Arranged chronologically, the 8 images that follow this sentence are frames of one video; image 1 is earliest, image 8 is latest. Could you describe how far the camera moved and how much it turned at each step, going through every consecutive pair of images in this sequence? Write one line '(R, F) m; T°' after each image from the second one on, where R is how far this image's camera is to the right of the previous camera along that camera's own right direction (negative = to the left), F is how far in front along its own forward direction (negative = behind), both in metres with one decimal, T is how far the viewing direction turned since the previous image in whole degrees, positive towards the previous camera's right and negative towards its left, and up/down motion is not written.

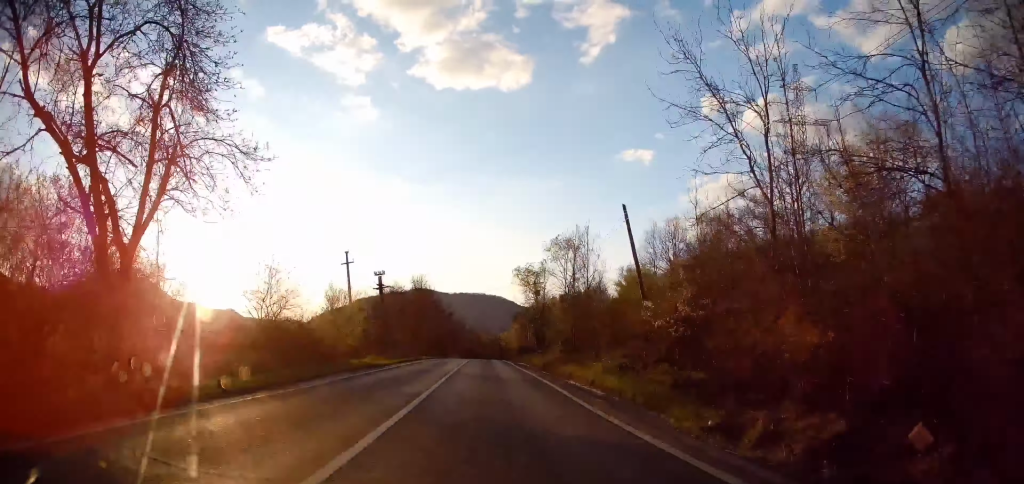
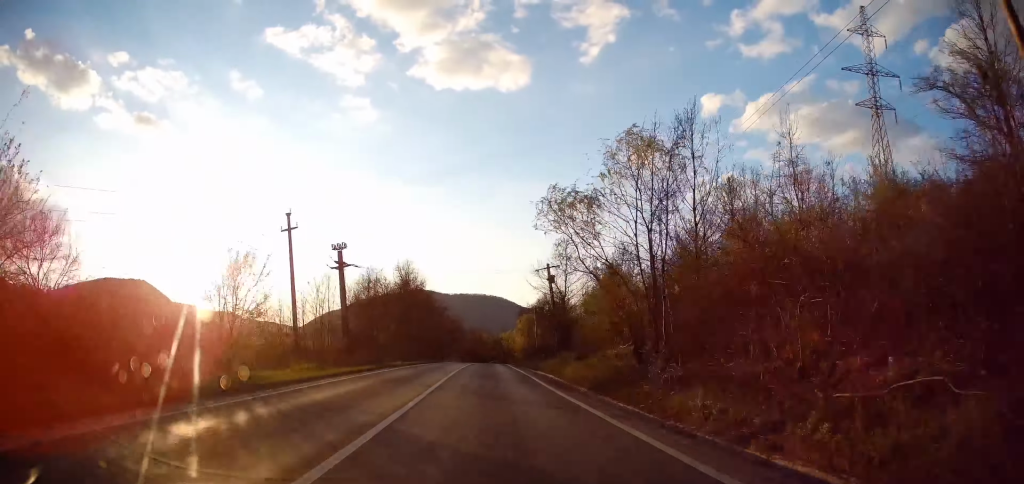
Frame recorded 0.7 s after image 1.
(-0.3, +17.4) m; -1°
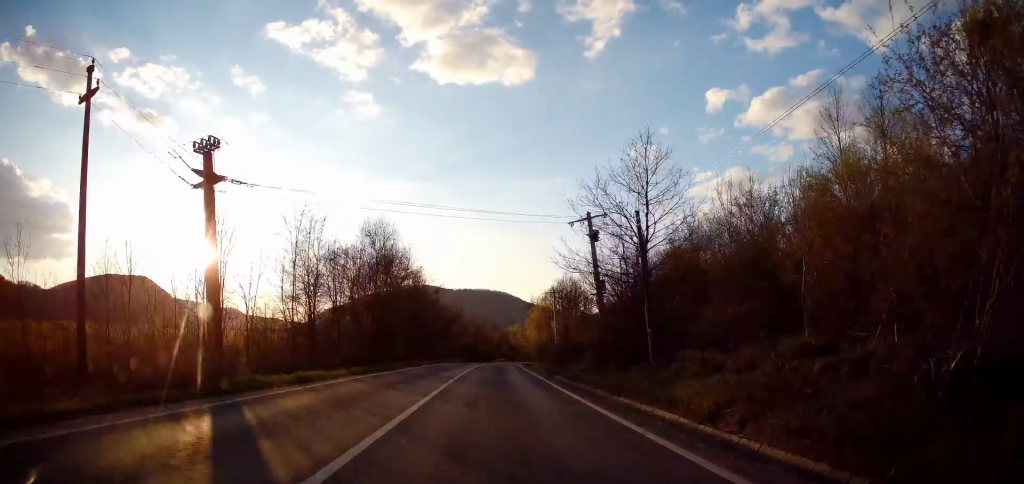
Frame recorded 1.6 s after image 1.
(0.0, +23.5) m; 0°
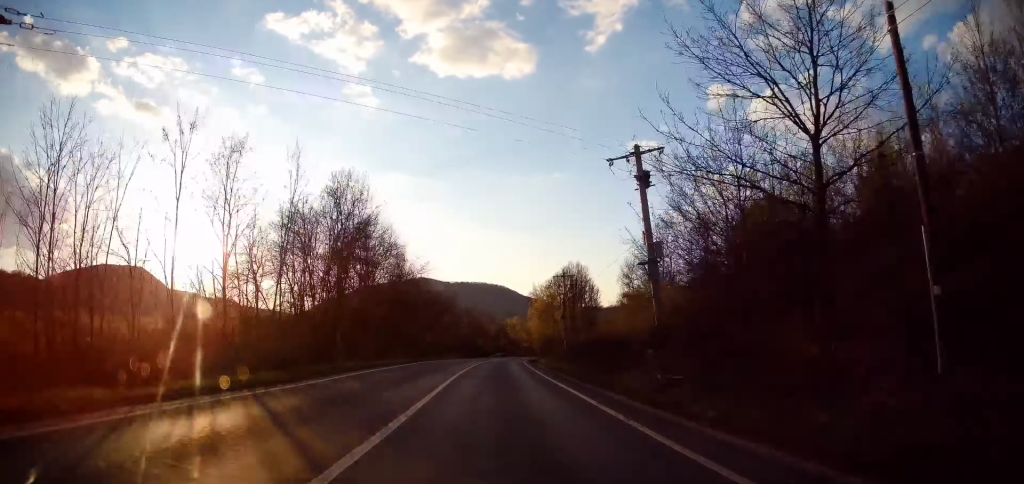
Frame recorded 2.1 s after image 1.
(+0.1, +13.9) m; 0°
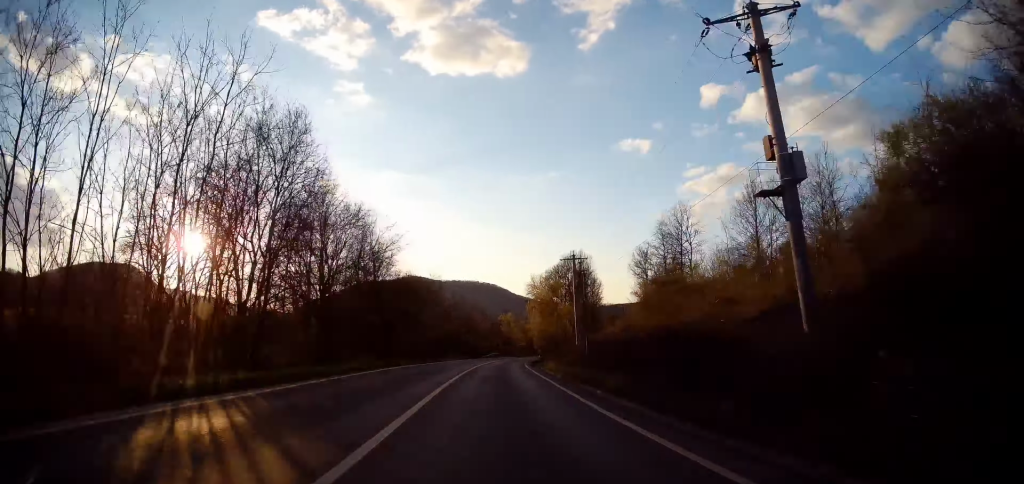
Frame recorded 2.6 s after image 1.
(+0.1, +13.8) m; 0°
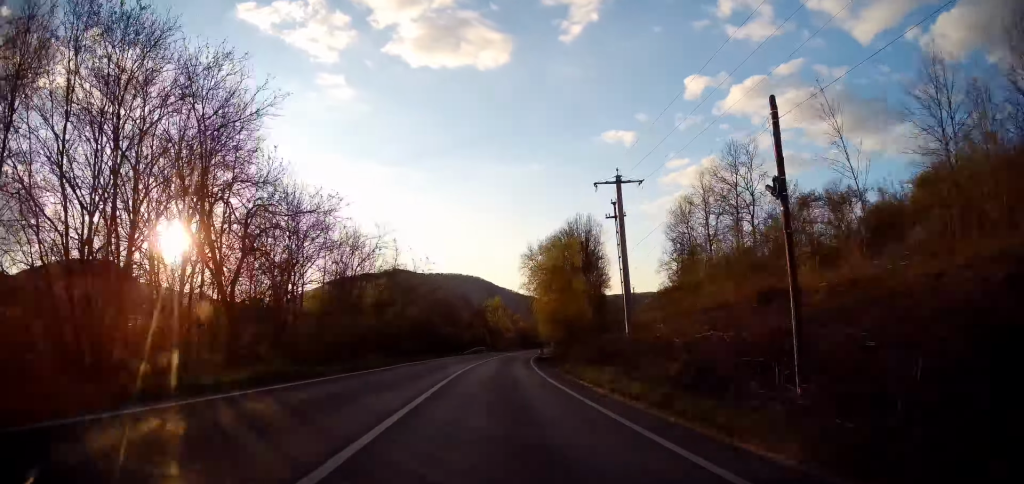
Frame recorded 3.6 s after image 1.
(0.0, +25.8) m; 0°
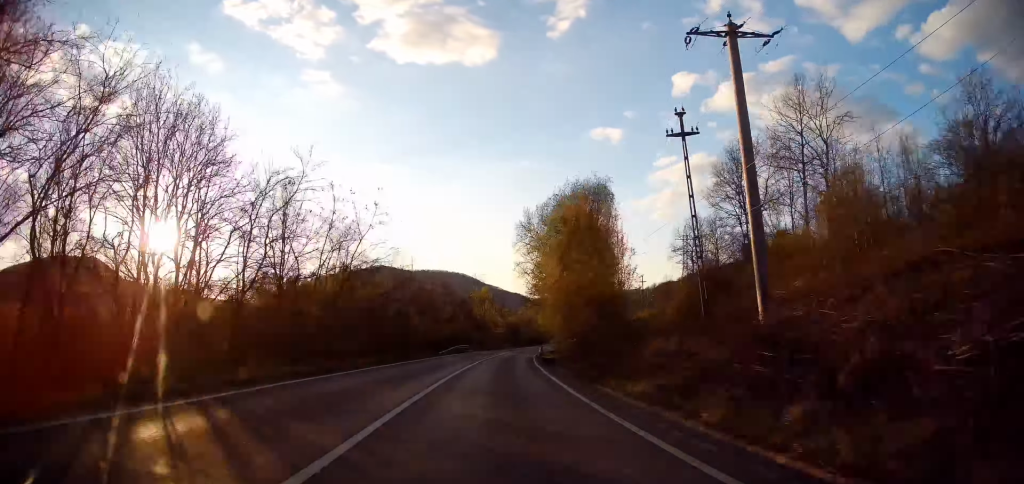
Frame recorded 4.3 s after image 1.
(0.0, +17.1) m; +1°
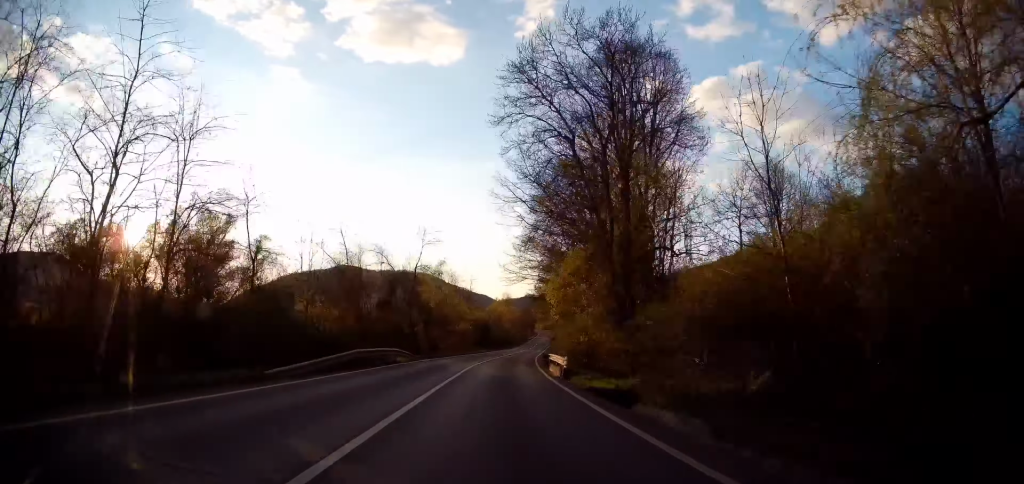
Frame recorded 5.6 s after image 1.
(+0.6, +33.5) m; +2°
